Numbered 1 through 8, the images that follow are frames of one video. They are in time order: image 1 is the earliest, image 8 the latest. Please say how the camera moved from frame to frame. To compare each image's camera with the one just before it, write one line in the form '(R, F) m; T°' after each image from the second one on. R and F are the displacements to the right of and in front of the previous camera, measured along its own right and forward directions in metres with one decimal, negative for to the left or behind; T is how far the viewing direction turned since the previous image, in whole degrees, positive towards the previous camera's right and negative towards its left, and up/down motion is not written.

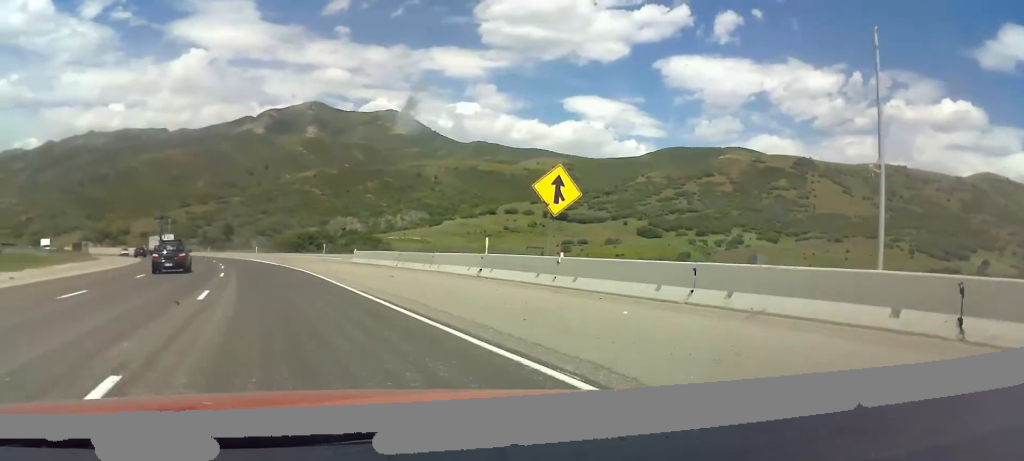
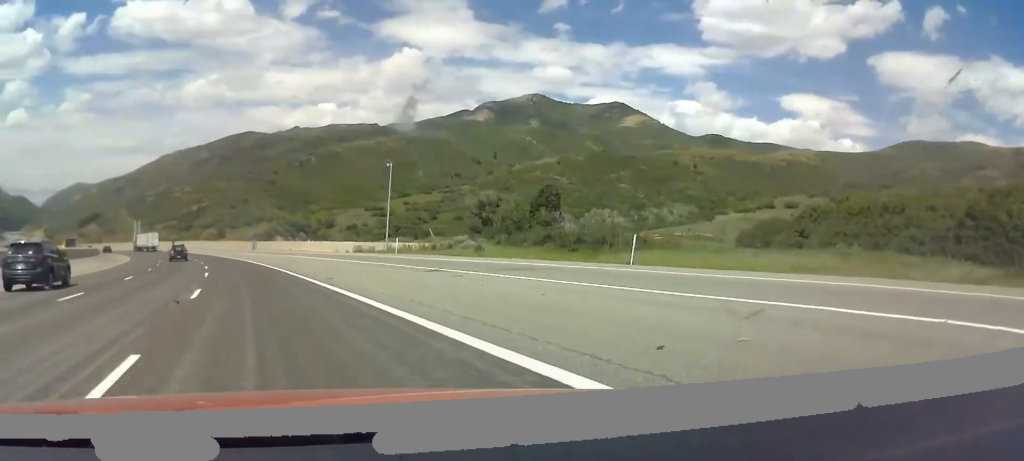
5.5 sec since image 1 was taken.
(-24.4, +138.6) m; -19°
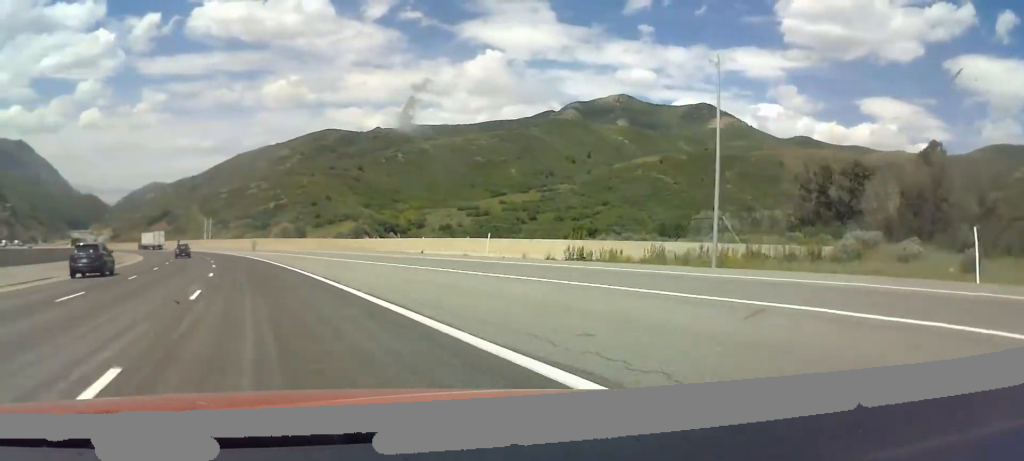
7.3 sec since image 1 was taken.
(+0.2, +49.4) m; -6°
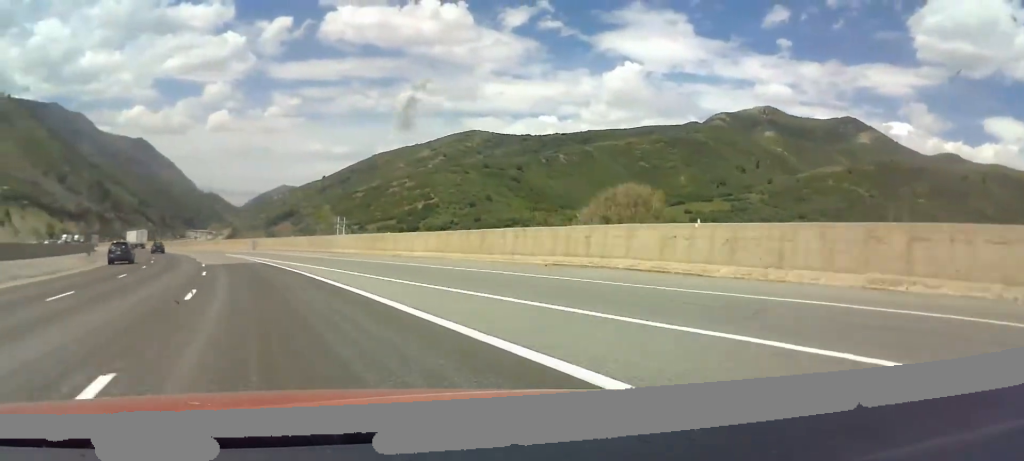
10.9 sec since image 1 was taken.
(-11.3, +99.2) m; -12°
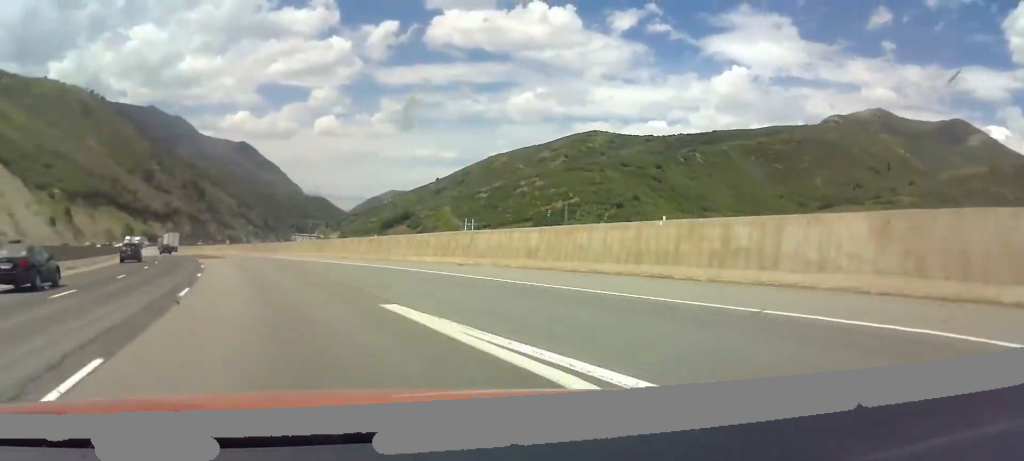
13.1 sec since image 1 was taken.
(-6.2, +61.2) m; -6°
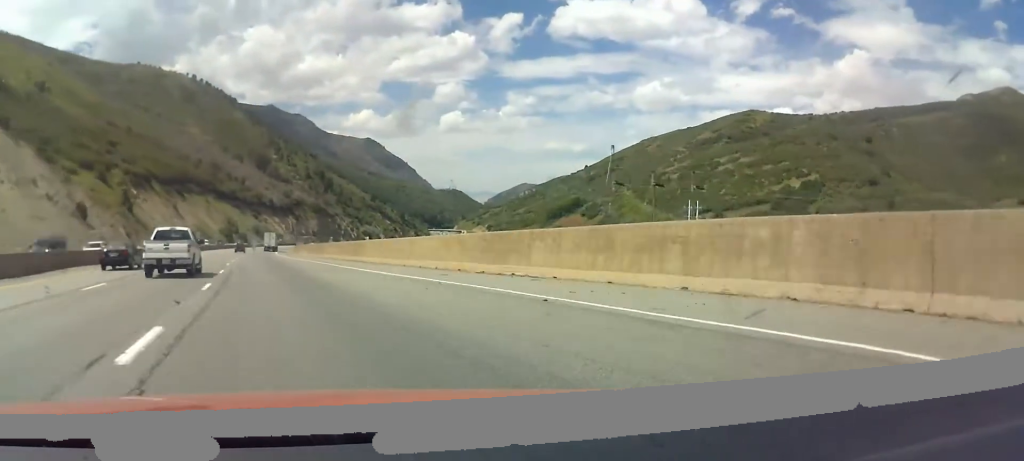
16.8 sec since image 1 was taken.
(-9.3, +110.1) m; -6°
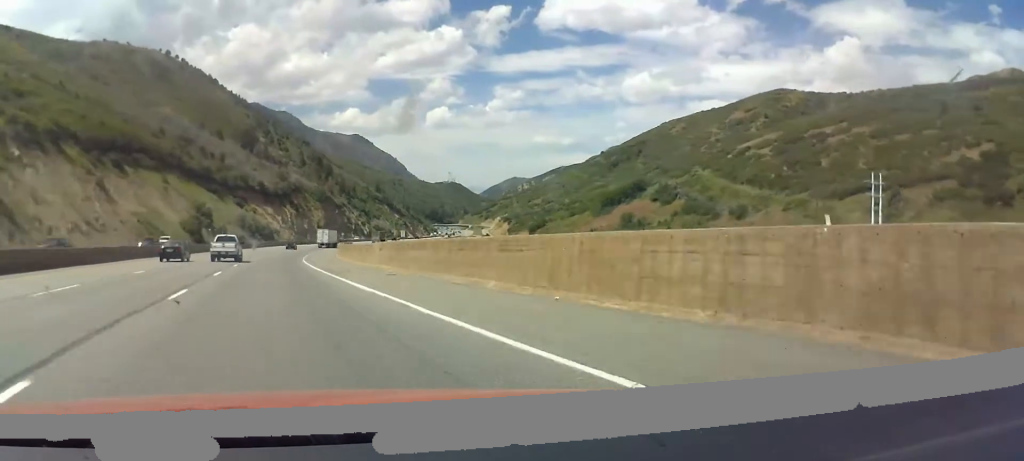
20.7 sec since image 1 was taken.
(-2.0, +112.5) m; +2°
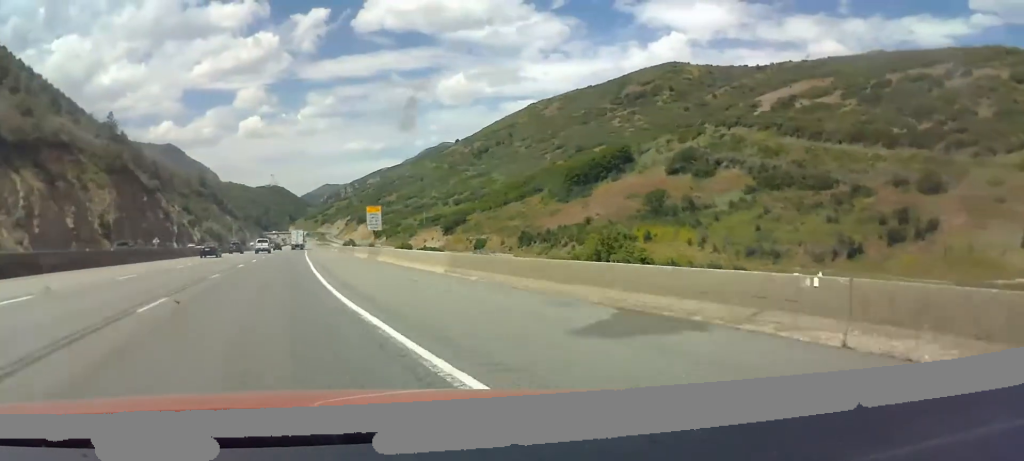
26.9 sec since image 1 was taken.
(+16.8, +176.4) m; +12°
